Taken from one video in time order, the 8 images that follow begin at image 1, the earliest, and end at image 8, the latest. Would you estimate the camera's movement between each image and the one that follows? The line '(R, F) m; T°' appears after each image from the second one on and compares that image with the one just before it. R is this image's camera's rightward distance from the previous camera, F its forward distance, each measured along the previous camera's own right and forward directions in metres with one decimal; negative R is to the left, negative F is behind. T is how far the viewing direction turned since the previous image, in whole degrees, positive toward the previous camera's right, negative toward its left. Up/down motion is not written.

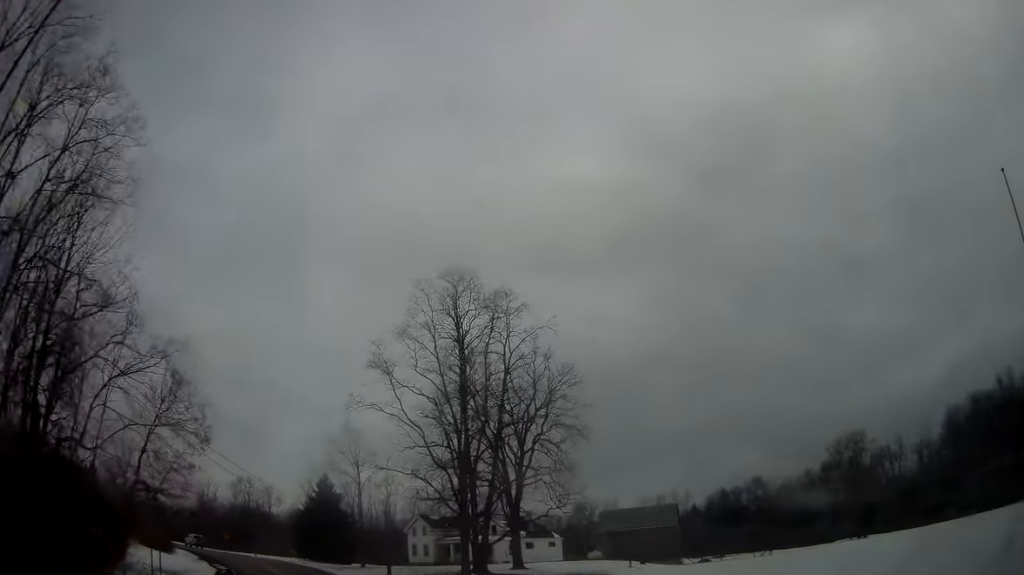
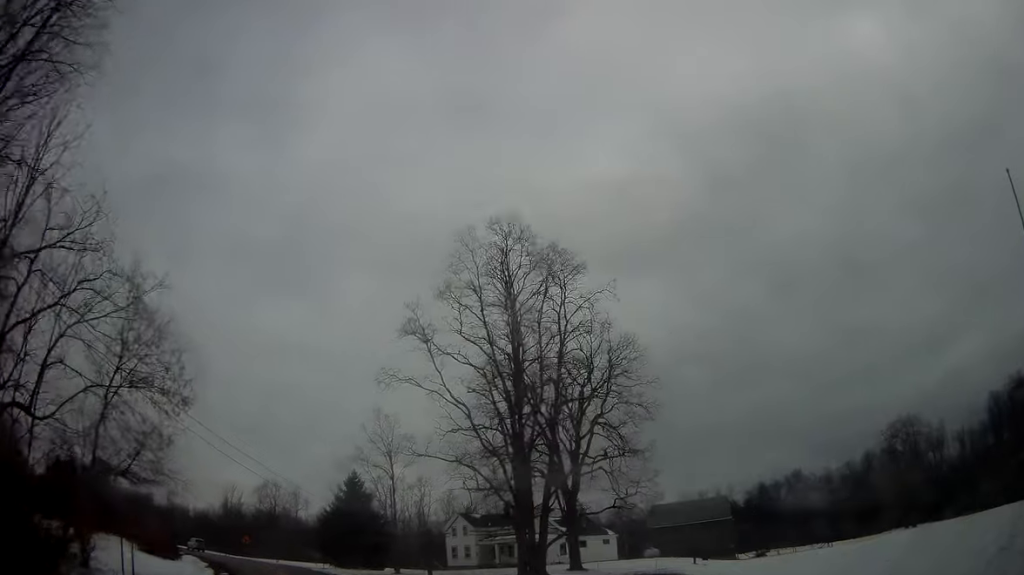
(0.0, +7.2) m; -2°
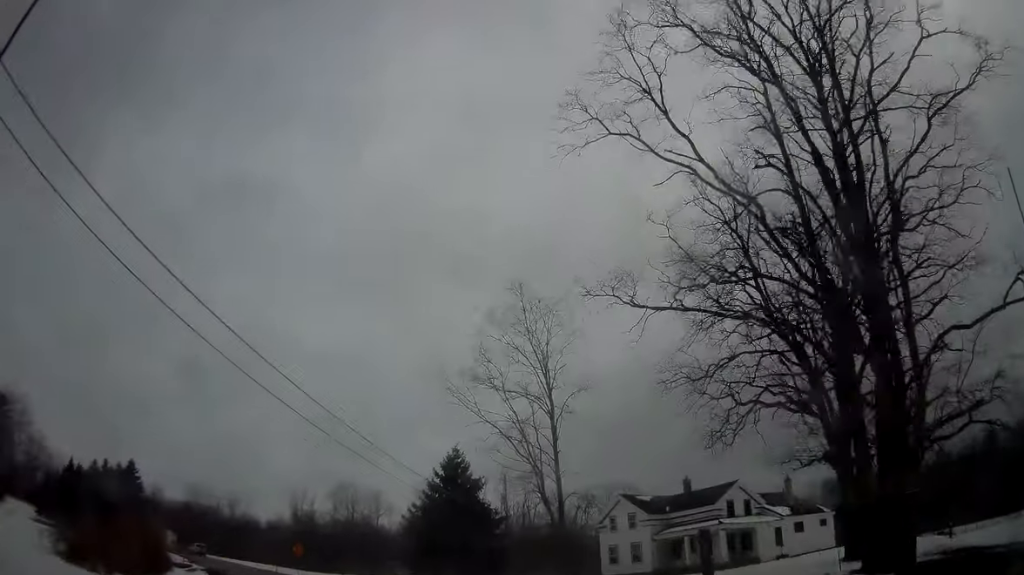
(-1.3, +22.6) m; -8°
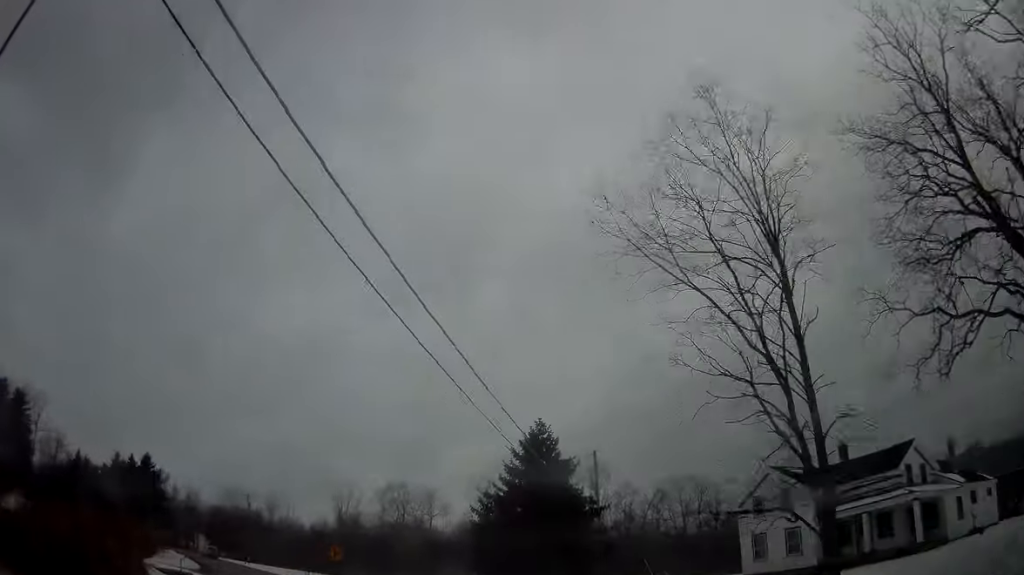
(-0.5, +12.0) m; -5°
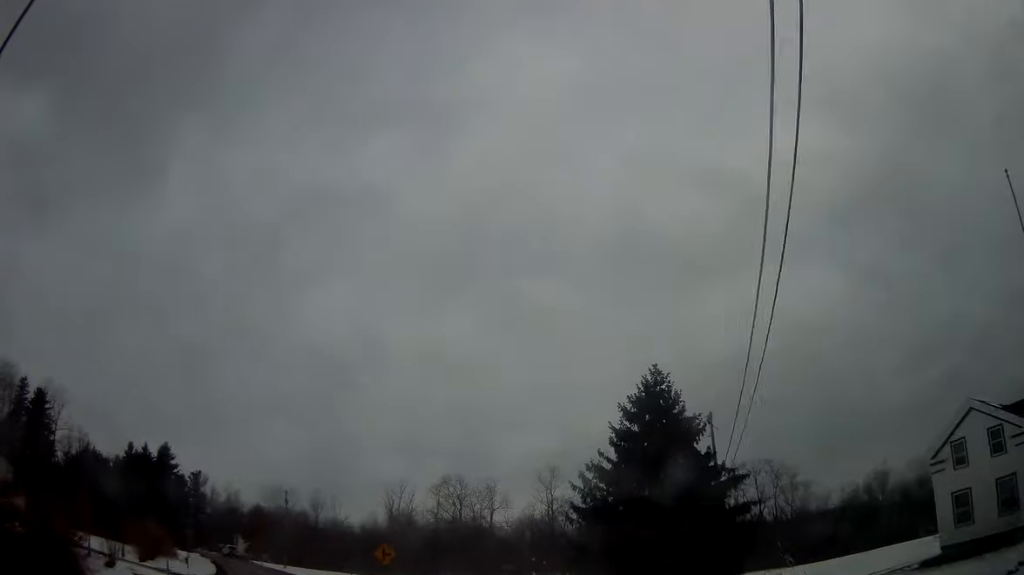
(-0.5, +10.8) m; -4°
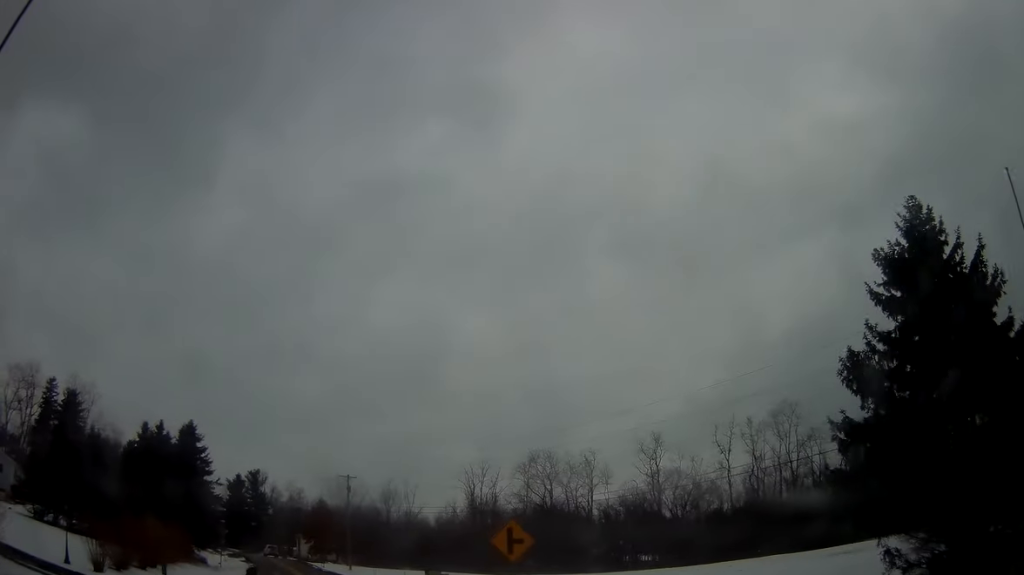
(-0.8, +15.2) m; -5°
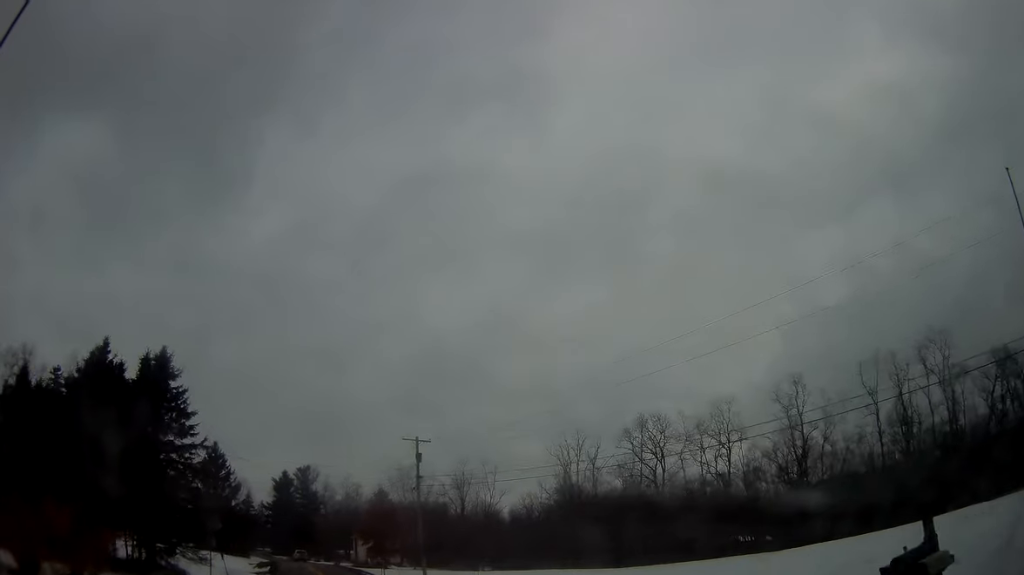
(-1.4, +23.0) m; -6°
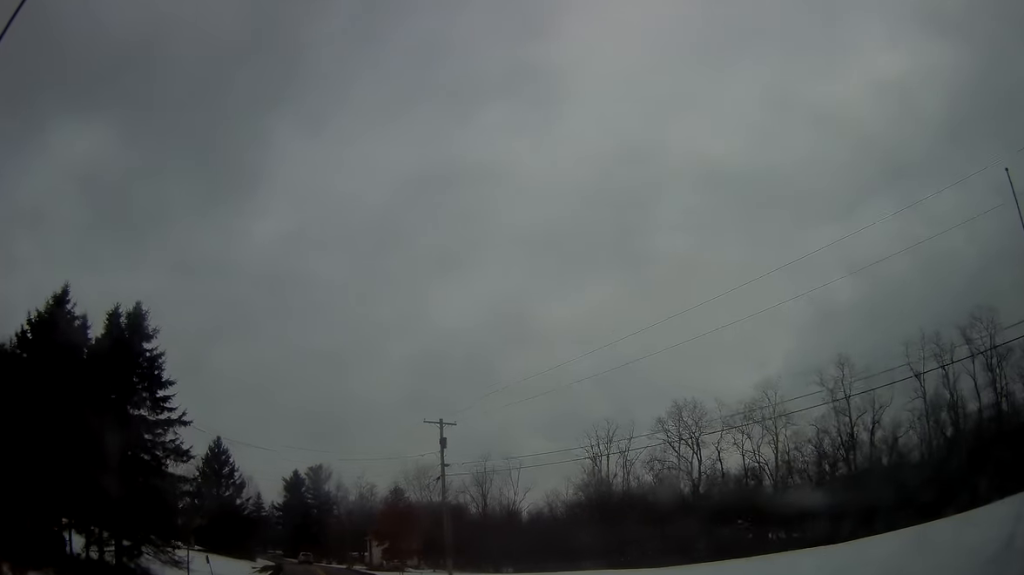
(-0.2, +6.9) m; -1°
